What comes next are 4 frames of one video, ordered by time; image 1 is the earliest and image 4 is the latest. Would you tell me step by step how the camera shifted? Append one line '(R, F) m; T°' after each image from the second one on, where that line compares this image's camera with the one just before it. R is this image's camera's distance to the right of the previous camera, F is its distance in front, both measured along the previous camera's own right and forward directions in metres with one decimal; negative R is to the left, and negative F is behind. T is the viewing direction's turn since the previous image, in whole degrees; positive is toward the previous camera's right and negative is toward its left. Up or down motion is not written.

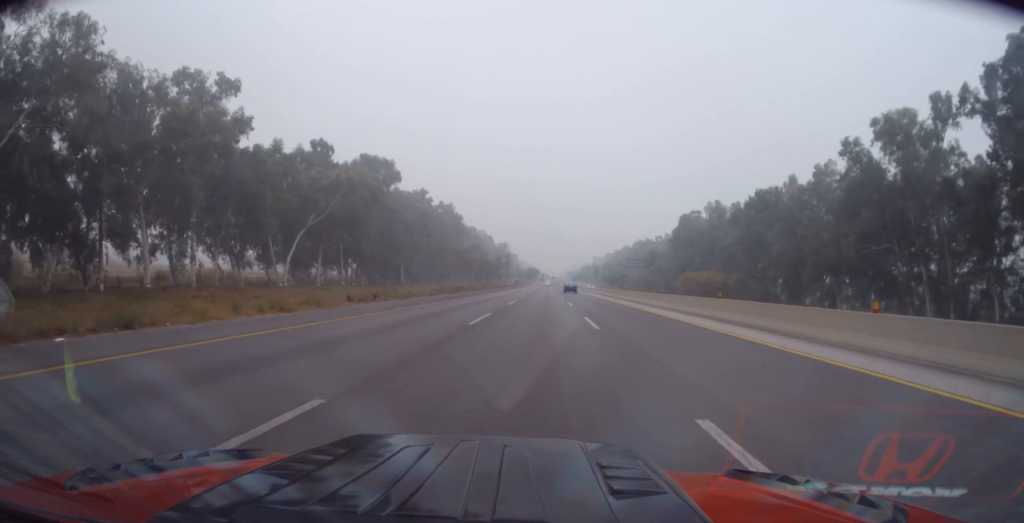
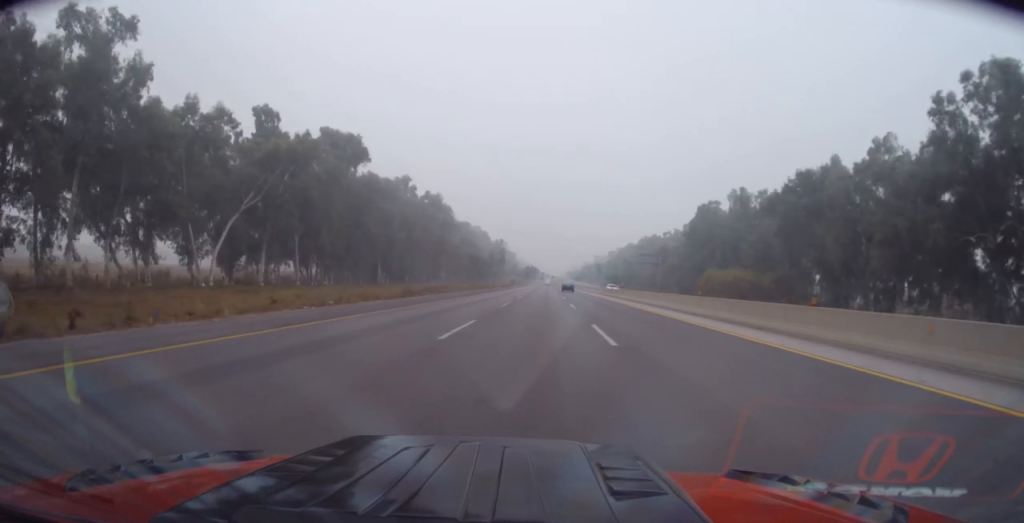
(+0.2, +22.9) m; 0°
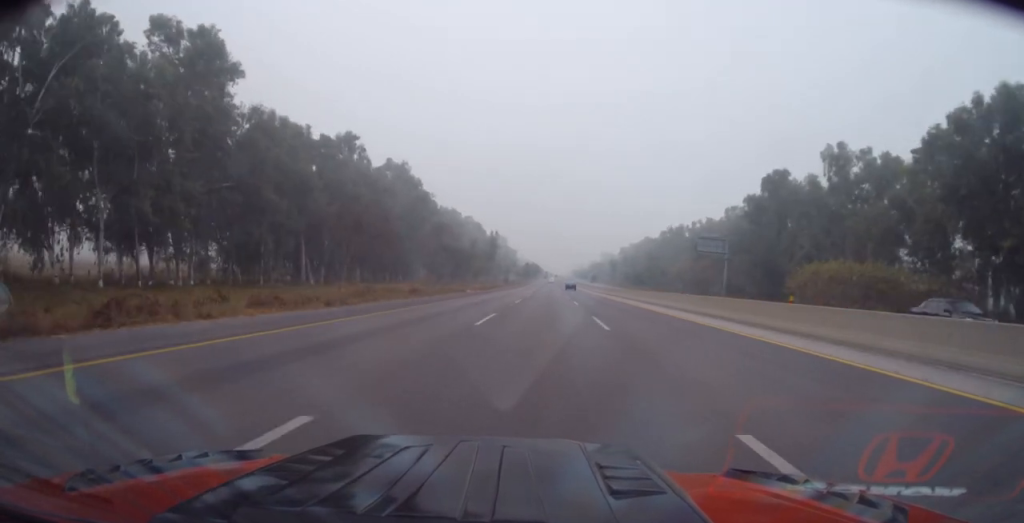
(-0.7, +50.0) m; 0°
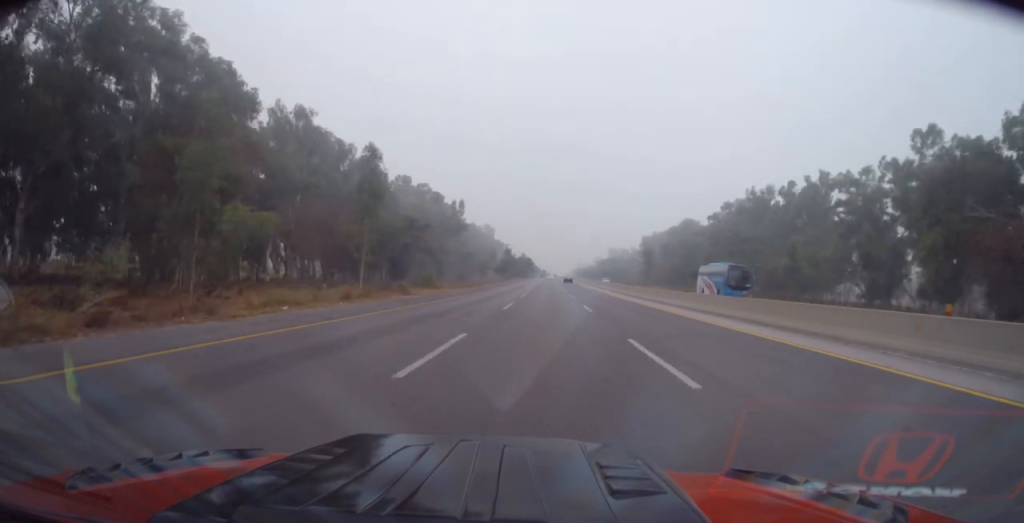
(+0.2, +99.3) m; +1°
